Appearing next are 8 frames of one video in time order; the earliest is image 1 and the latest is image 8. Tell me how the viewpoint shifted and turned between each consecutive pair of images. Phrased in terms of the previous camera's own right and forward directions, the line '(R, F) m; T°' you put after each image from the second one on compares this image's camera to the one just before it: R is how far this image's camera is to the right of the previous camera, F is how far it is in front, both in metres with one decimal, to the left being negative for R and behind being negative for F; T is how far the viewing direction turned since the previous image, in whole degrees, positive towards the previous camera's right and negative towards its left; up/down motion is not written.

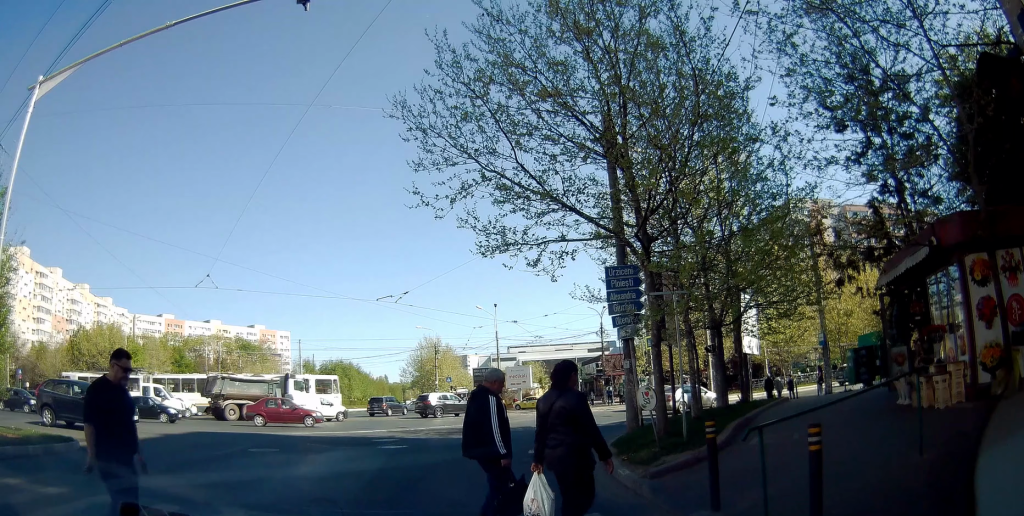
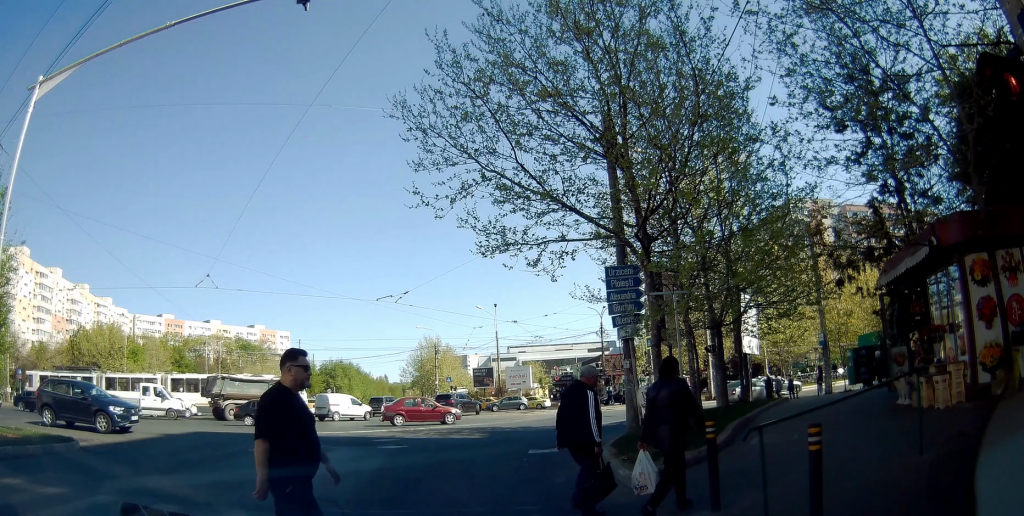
(0.0, 0.0) m; 0°
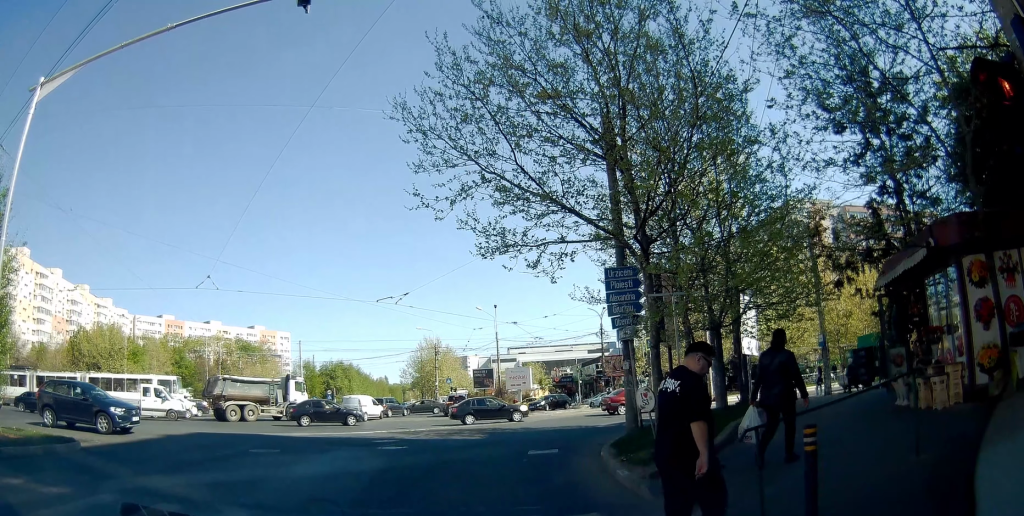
(0.0, 0.0) m; 0°
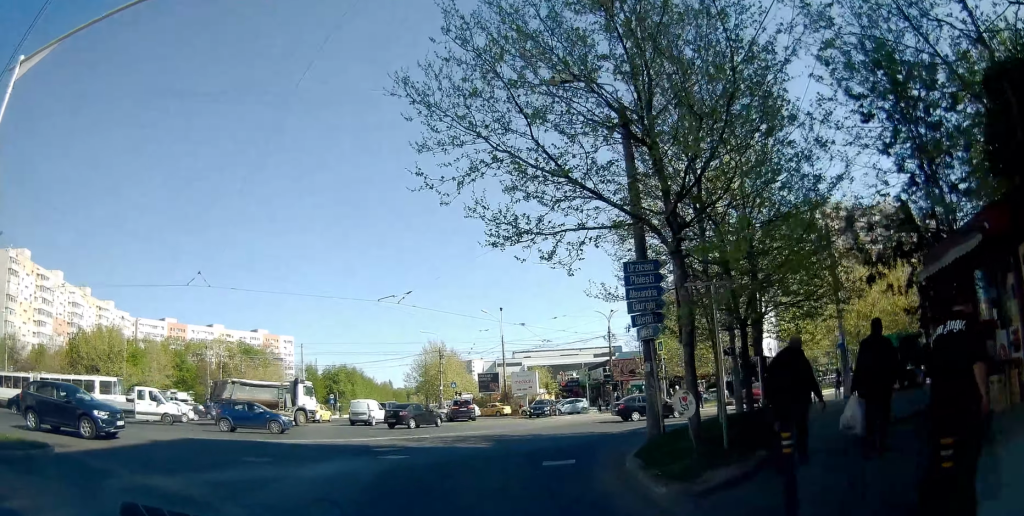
(0.0, +0.6) m; 0°
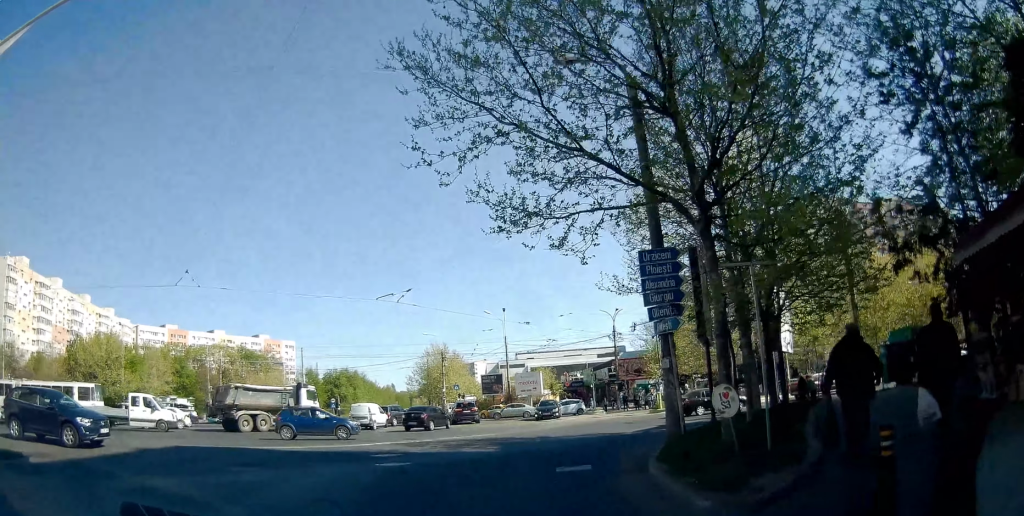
(0.0, +0.7) m; -1°
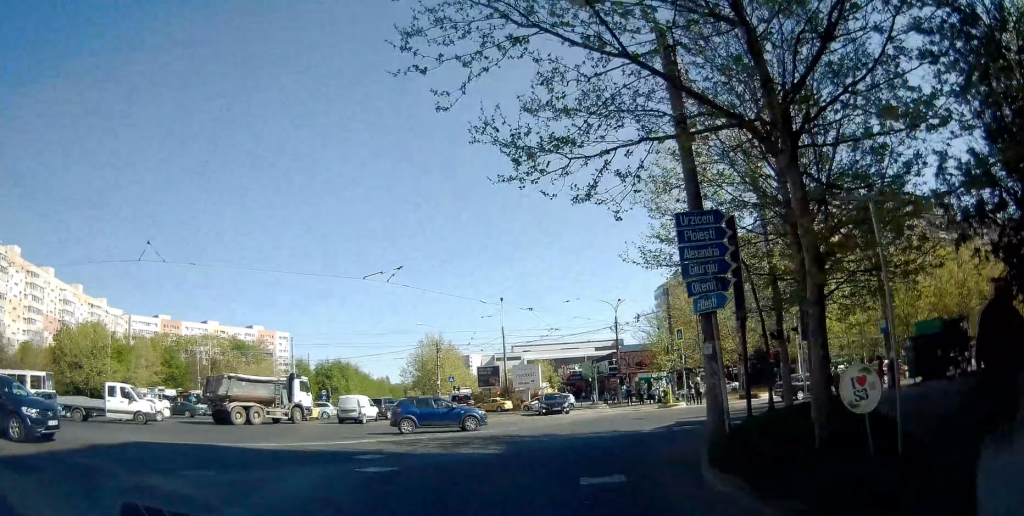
(0.0, +1.9) m; -3°
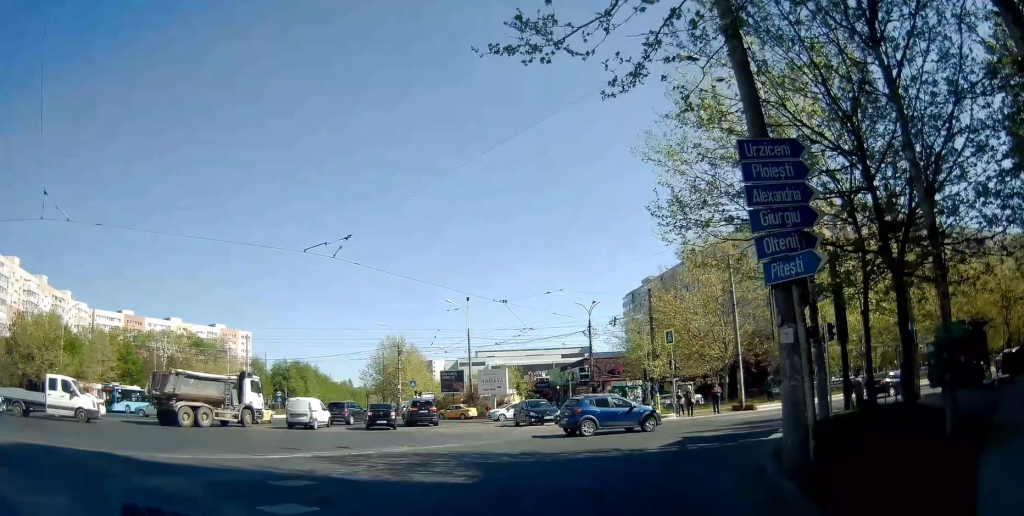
(0.0, +4.2) m; +5°
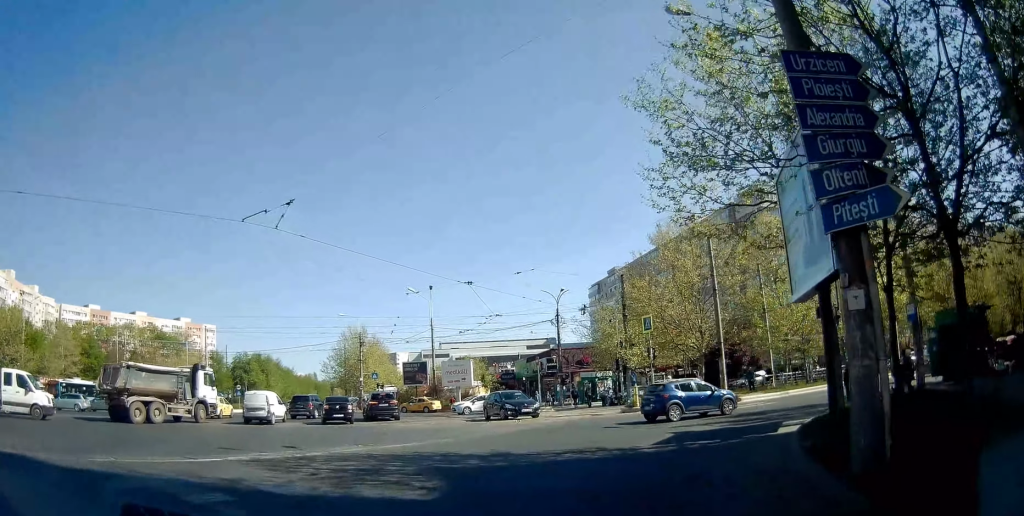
(+0.2, +2.5) m; +7°
